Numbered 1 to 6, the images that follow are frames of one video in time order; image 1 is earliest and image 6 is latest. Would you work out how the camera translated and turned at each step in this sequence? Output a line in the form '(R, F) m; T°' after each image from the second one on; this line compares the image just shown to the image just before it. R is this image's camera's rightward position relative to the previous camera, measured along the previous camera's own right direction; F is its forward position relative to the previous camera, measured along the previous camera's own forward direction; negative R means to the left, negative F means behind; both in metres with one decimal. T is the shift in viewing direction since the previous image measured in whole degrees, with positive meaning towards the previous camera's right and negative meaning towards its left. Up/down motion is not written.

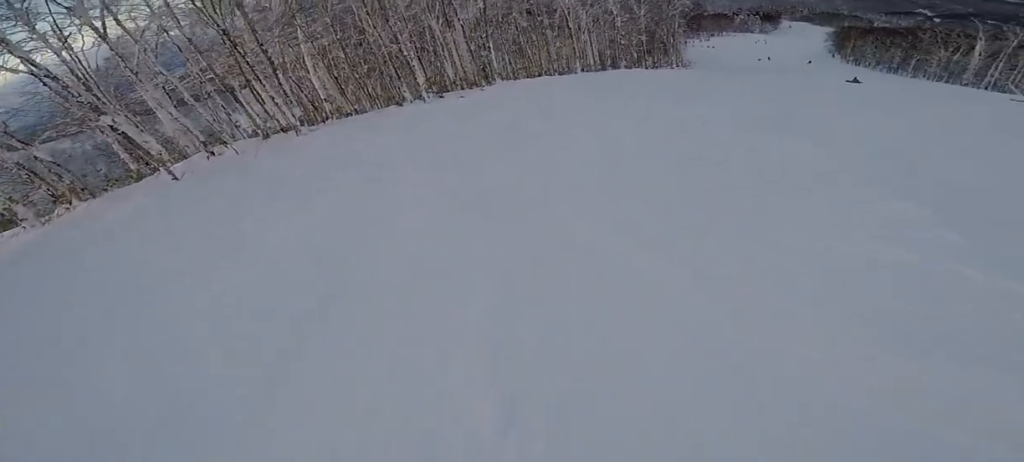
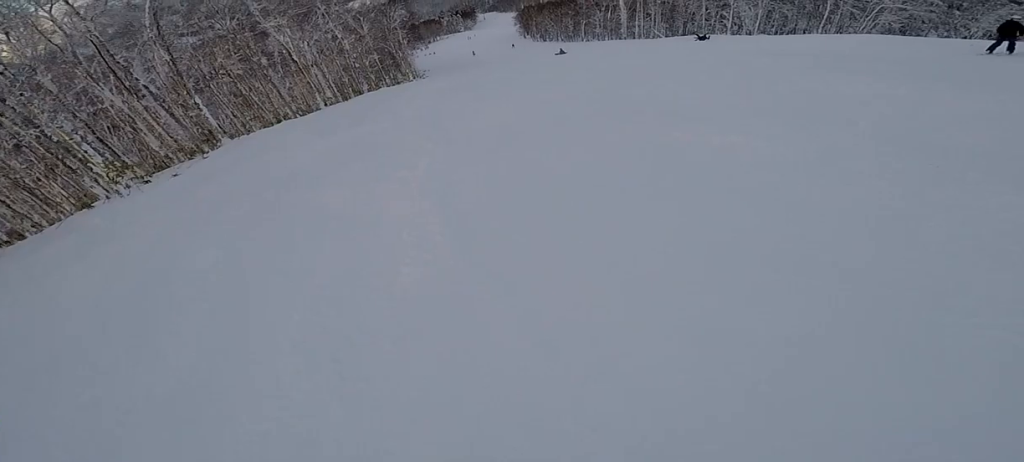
(+0.2, +3.0) m; +16°
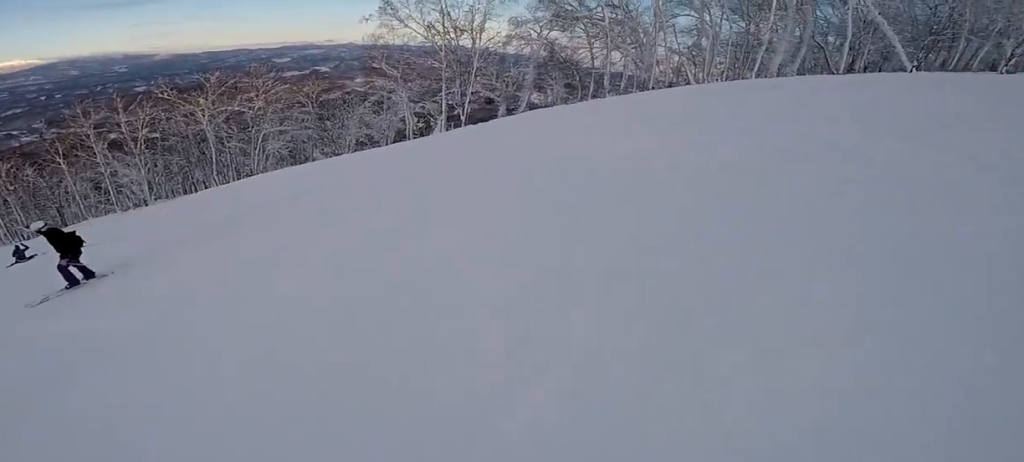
(+9.3, +7.6) m; +93°
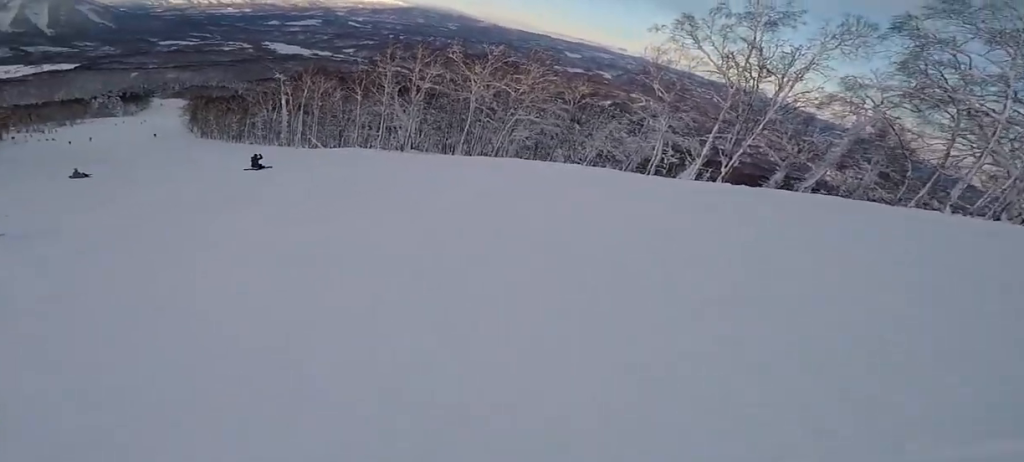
(+0.9, +3.8) m; -4°
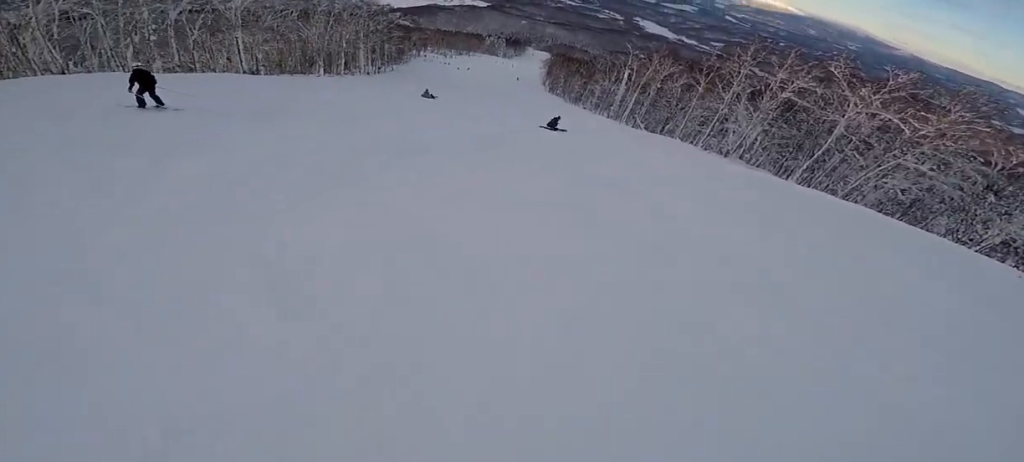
(-0.4, +3.3) m; -29°
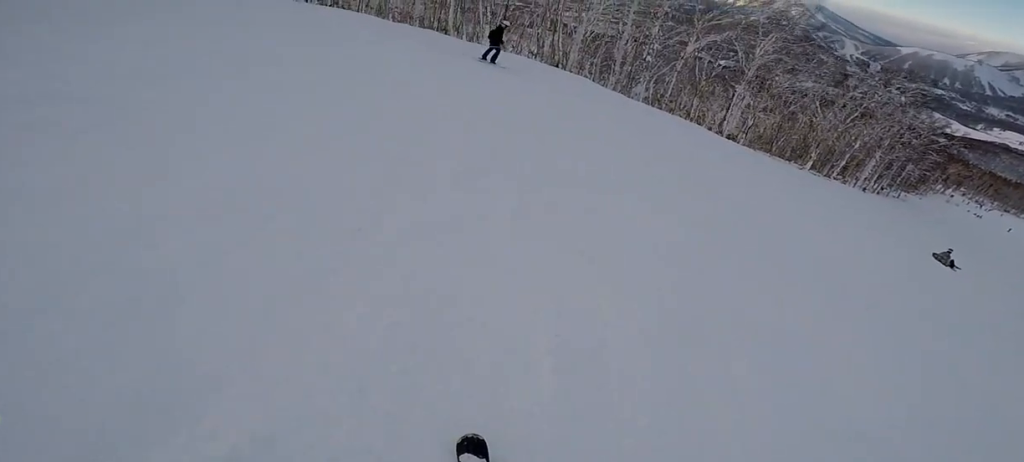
(-5.0, +5.8) m; -74°
